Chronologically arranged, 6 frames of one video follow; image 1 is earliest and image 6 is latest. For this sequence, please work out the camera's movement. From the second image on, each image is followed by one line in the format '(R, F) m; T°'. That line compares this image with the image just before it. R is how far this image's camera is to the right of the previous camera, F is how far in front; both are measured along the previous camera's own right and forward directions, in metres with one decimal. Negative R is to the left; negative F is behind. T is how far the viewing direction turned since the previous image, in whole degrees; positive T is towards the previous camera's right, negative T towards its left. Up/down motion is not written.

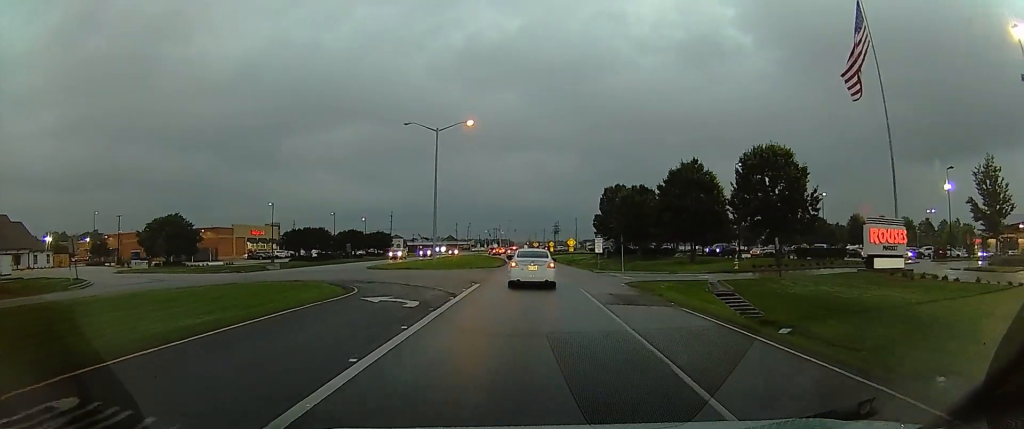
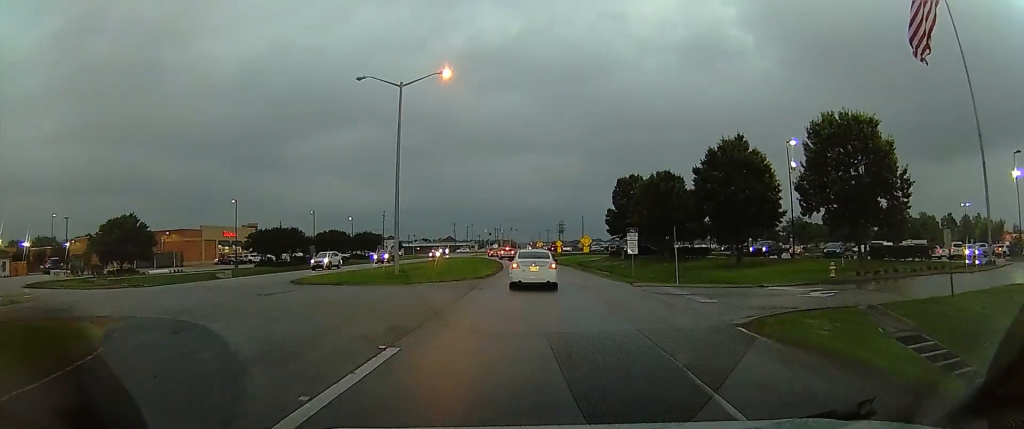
(0.0, +14.2) m; 0°
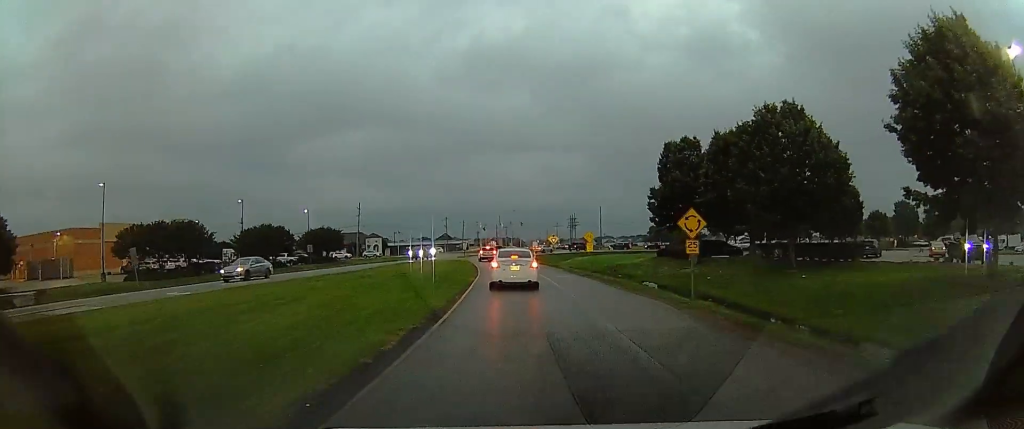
(0.0, +32.8) m; 0°
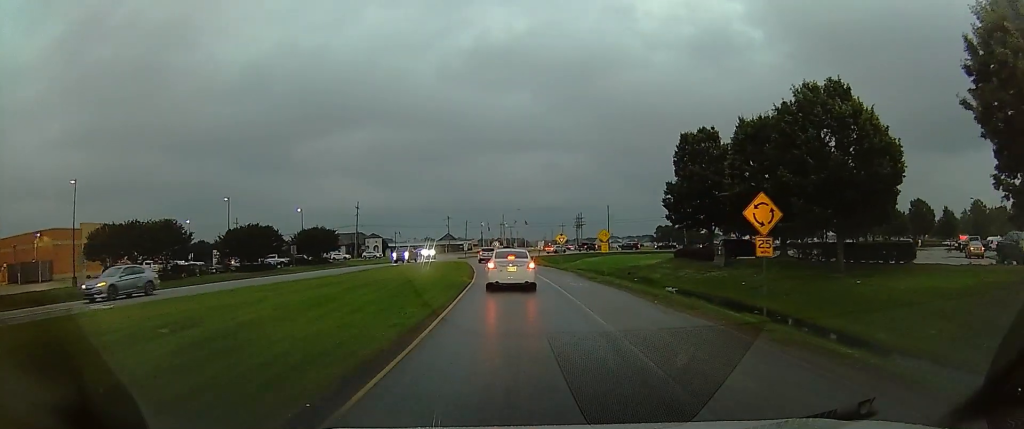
(0.0, +5.8) m; 0°
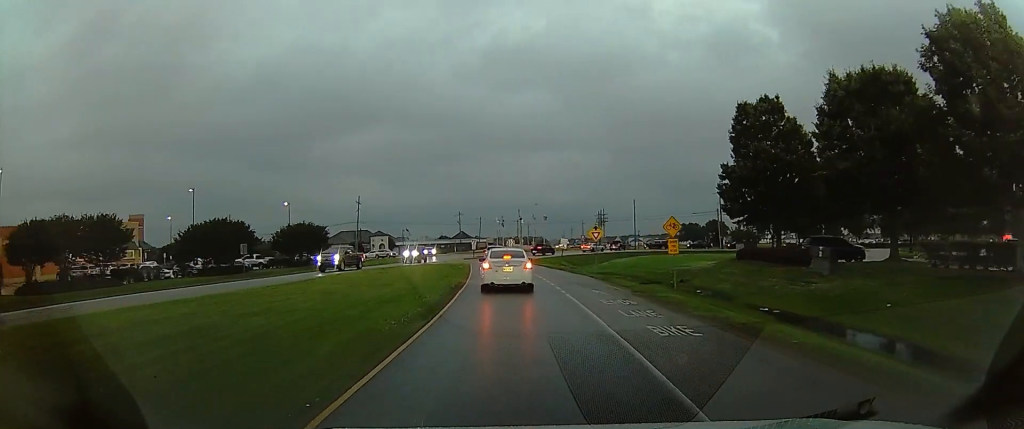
(0.0, +14.1) m; -6°
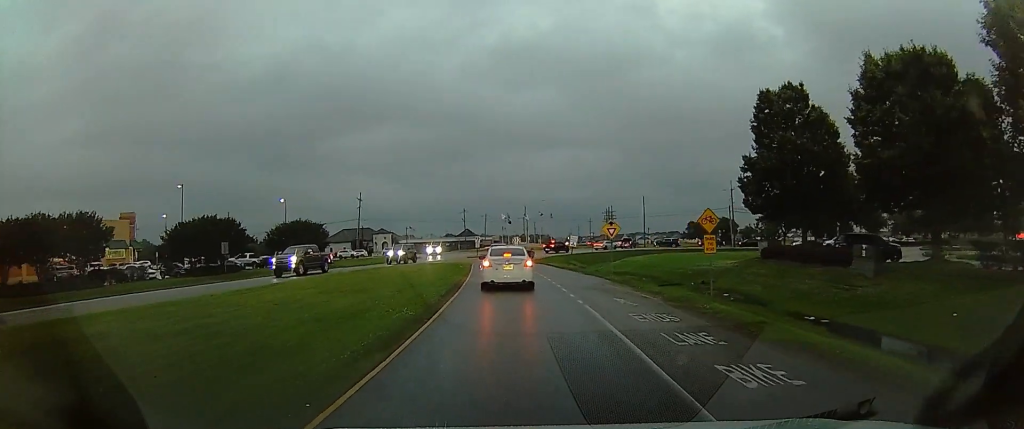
(-0.1, +4.1) m; -2°
